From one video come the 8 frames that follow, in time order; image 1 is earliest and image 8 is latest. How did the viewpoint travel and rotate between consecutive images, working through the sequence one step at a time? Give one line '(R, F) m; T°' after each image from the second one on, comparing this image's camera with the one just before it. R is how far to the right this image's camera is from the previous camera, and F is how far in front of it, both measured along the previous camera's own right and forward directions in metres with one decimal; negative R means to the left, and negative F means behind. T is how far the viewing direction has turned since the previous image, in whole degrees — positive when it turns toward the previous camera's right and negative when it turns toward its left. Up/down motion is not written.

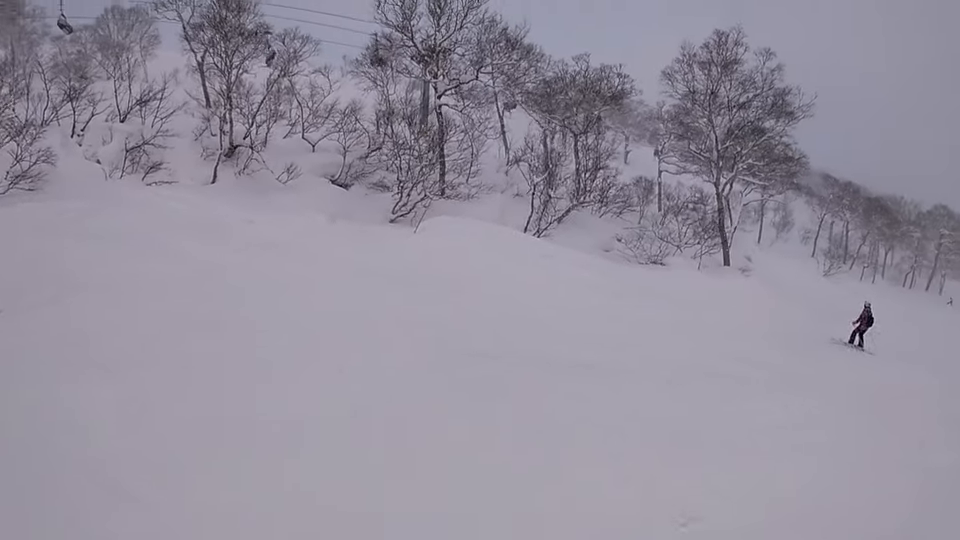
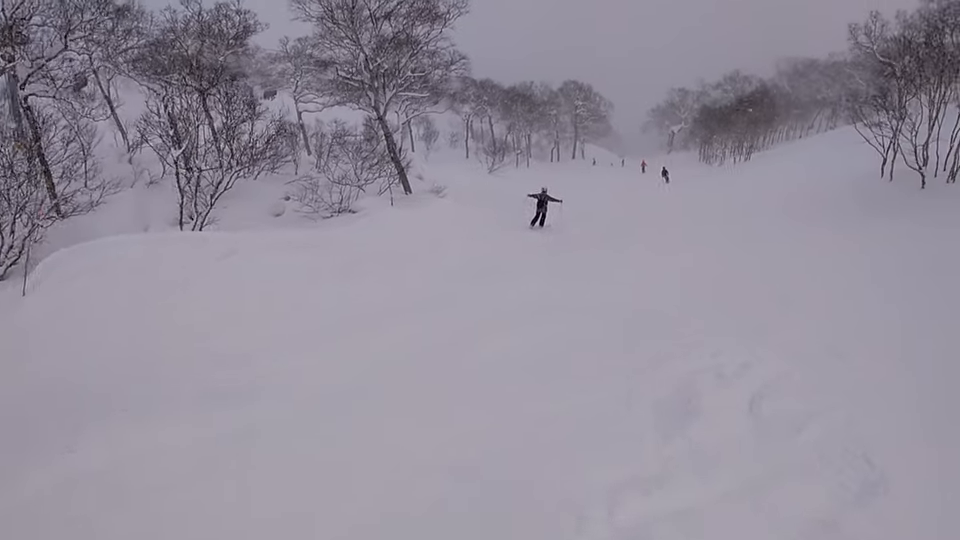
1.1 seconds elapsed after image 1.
(+1.9, +3.2) m; +48°
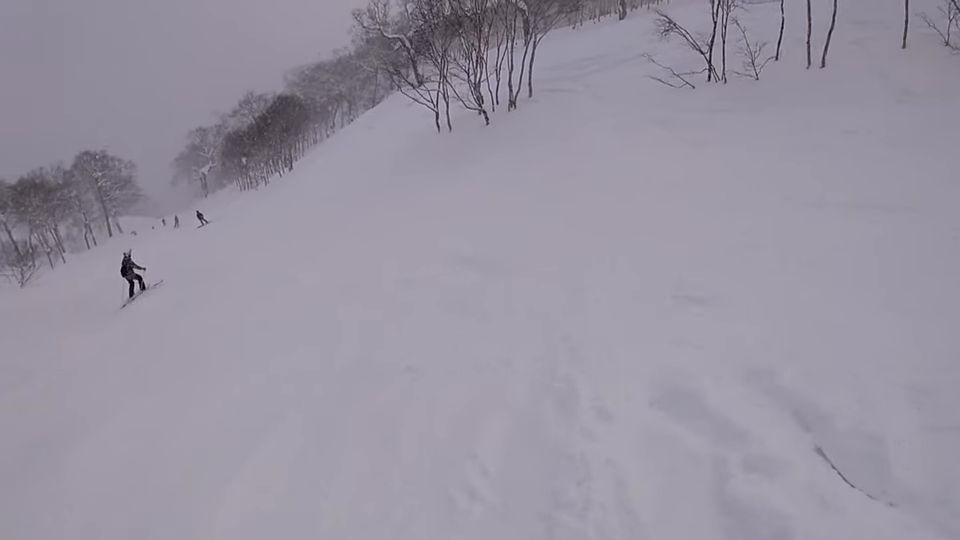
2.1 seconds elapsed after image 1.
(+0.9, +3.2) m; +28°
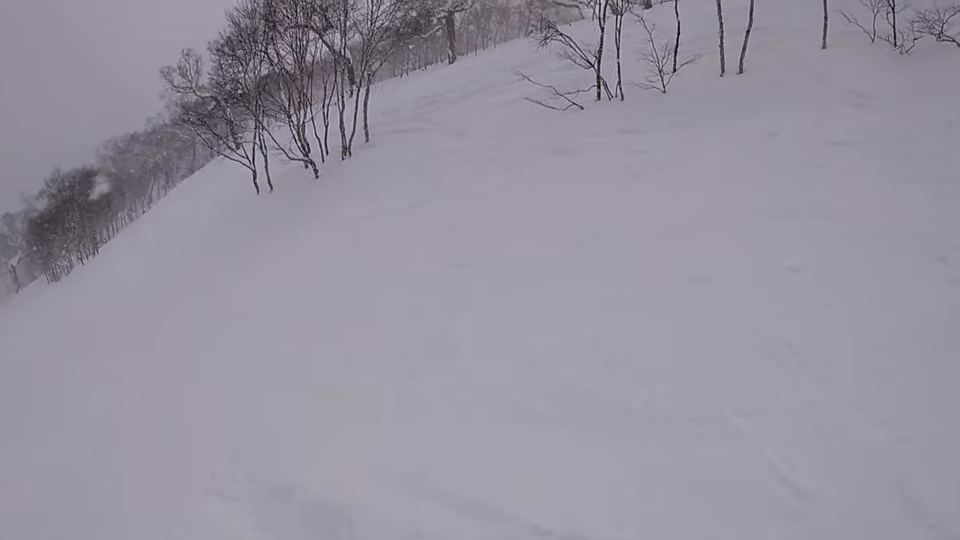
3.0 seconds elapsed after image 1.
(+0.8, +3.8) m; +8°
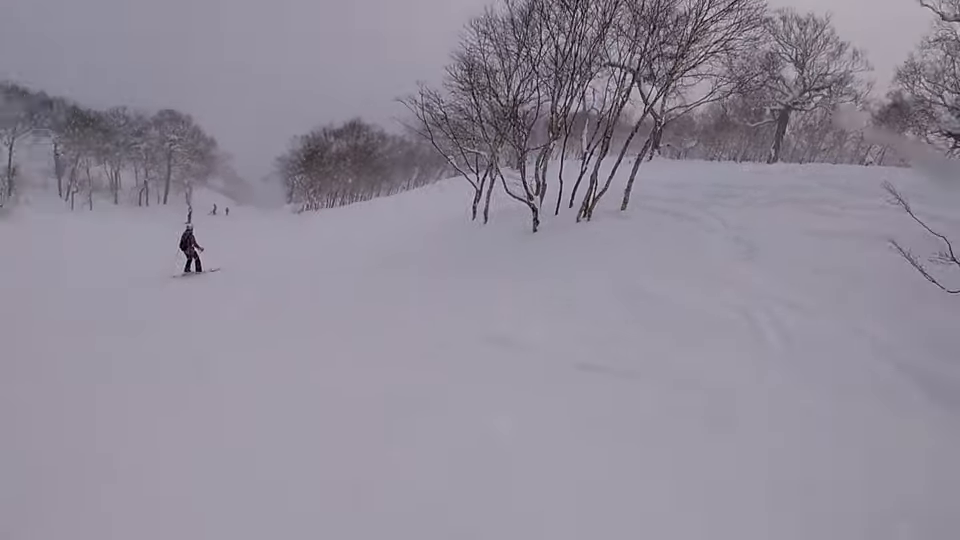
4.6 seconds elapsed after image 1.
(-0.9, +6.5) m; -51°
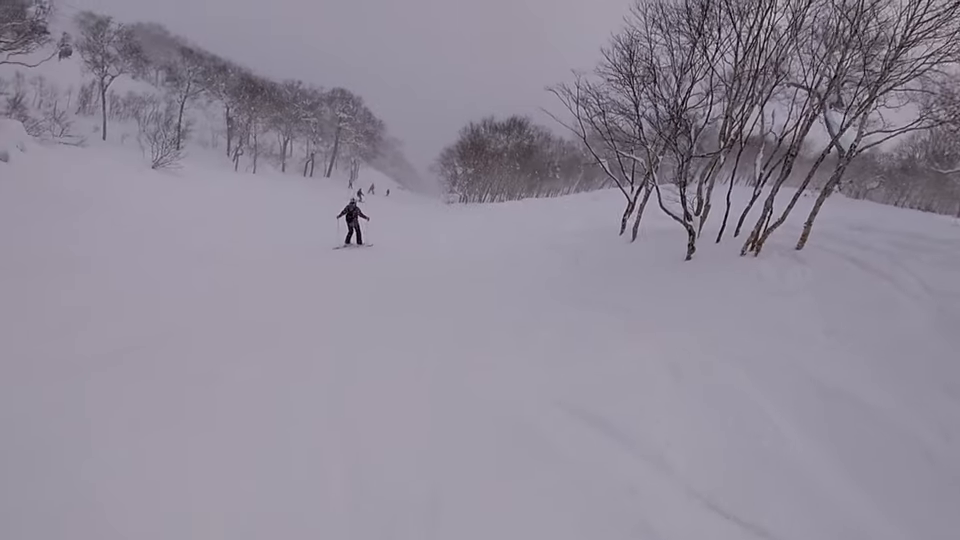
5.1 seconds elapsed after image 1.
(-1.4, +1.5) m; -23°
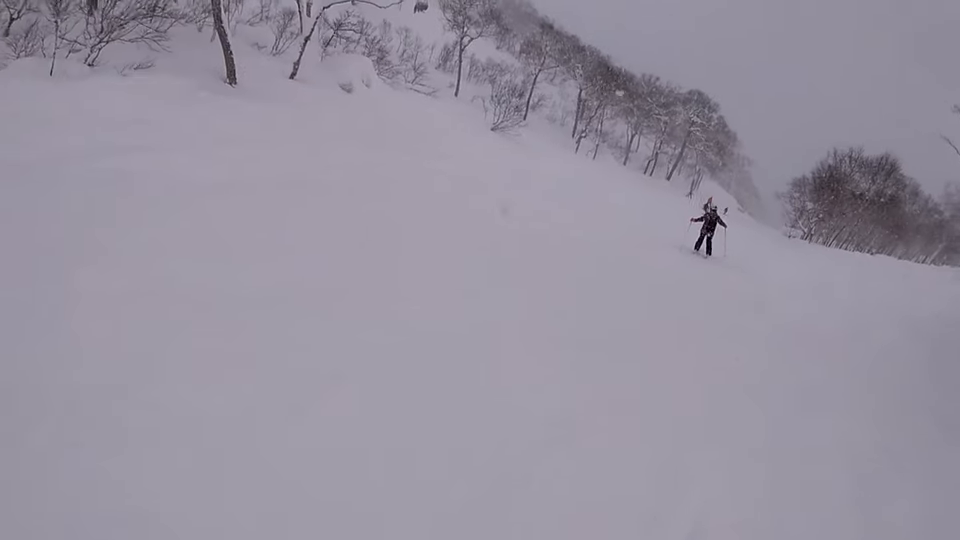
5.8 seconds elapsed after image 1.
(-1.1, +2.8) m; -15°
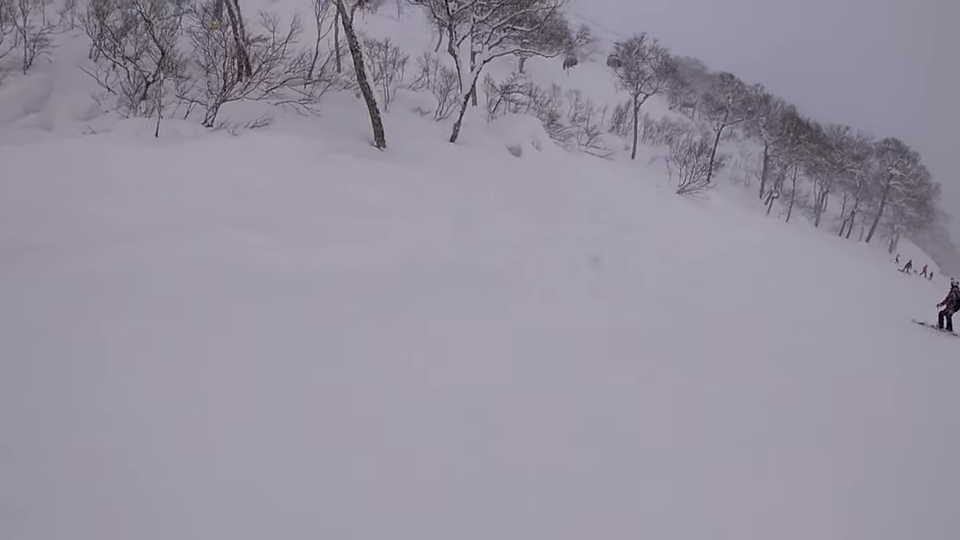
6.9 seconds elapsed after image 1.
(+0.5, +3.9) m; +25°
